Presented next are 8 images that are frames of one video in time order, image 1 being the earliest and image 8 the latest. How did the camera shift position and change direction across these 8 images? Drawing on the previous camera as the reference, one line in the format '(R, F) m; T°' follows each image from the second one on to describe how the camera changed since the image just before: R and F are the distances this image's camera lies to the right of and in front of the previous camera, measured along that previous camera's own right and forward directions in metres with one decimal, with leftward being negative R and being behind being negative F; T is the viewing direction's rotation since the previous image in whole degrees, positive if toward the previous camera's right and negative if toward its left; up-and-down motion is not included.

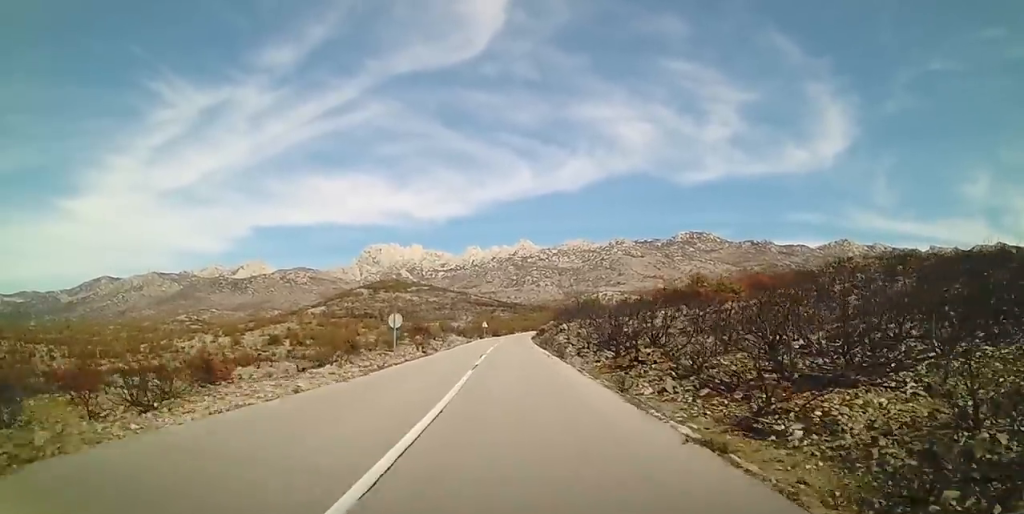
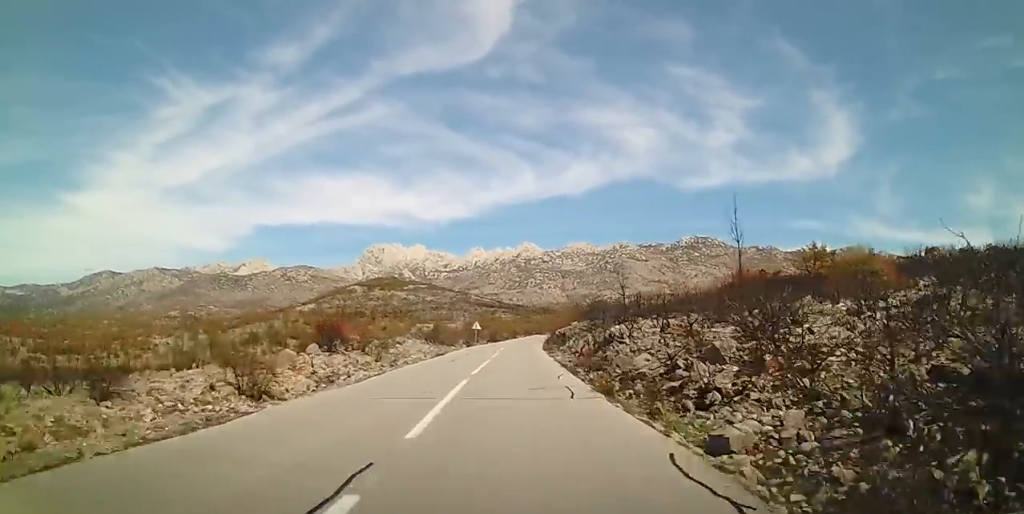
(-0.1, +21.8) m; 0°
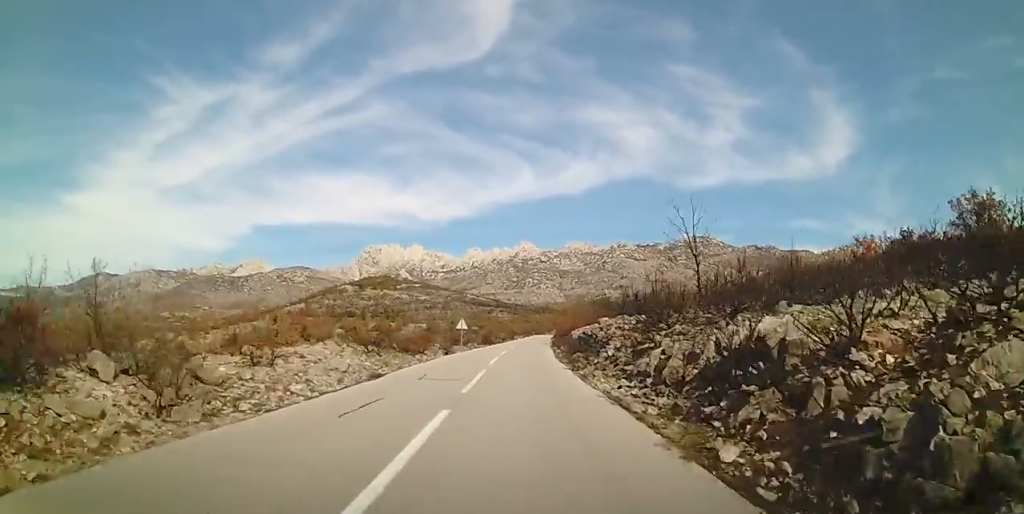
(+0.1, +14.3) m; +1°
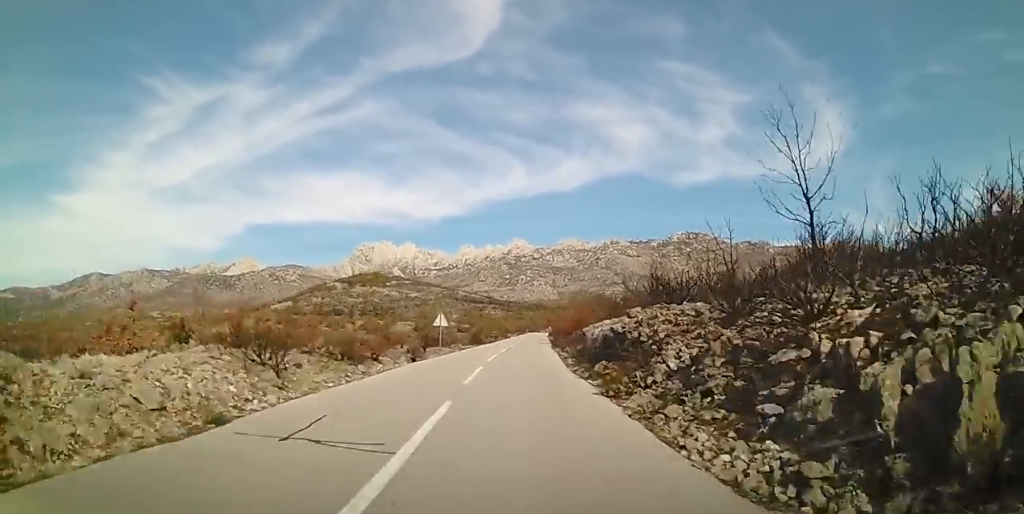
(+0.2, +8.6) m; +1°
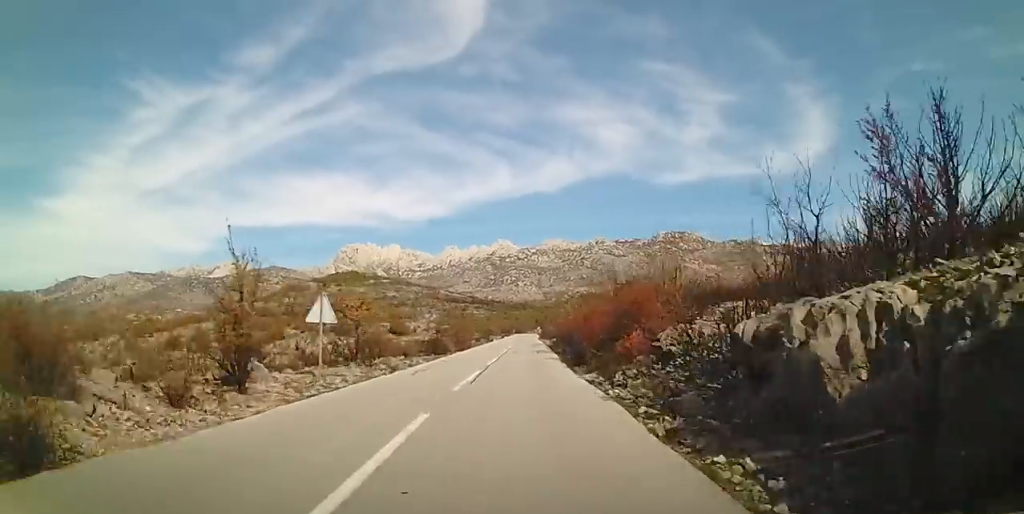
(+0.1, +18.8) m; +1°
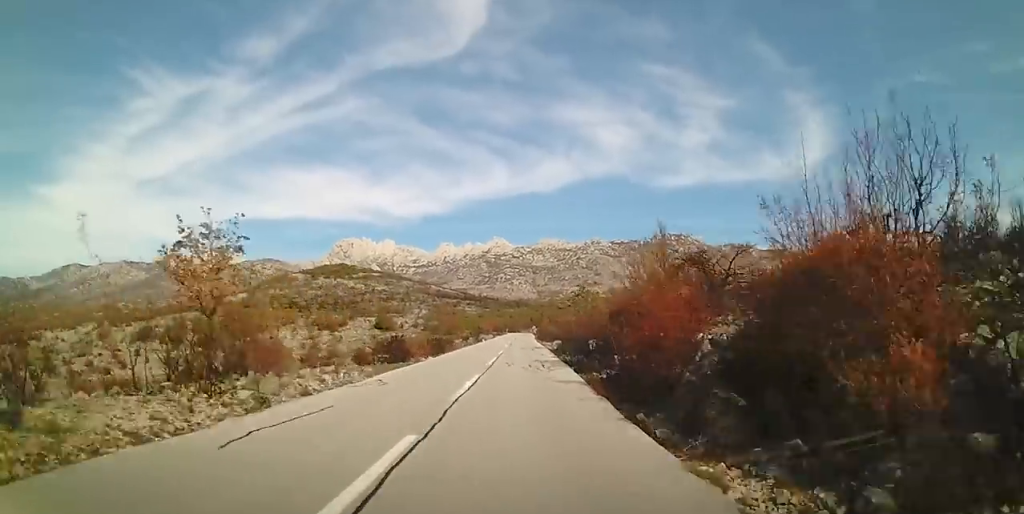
(+0.1, +10.8) m; 0°
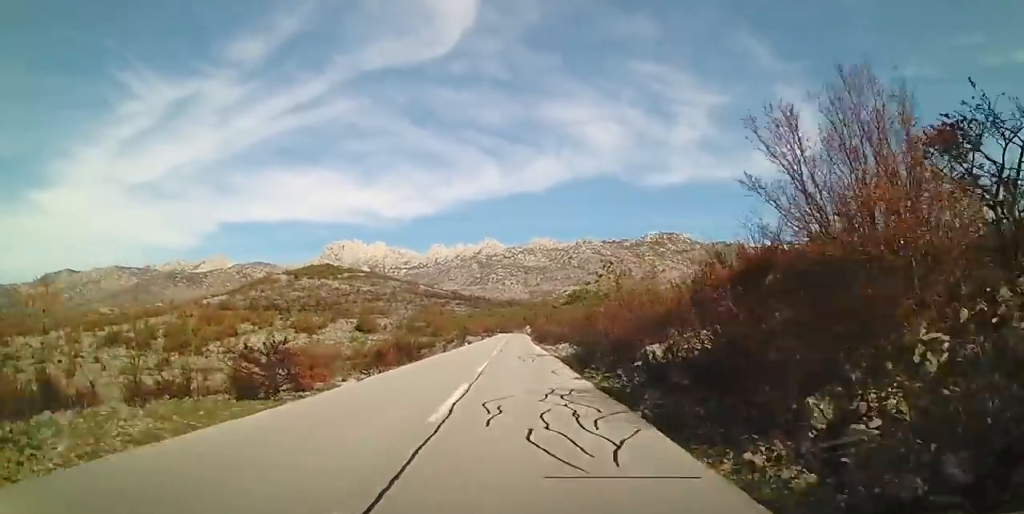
(+0.1, +12.1) m; +1°
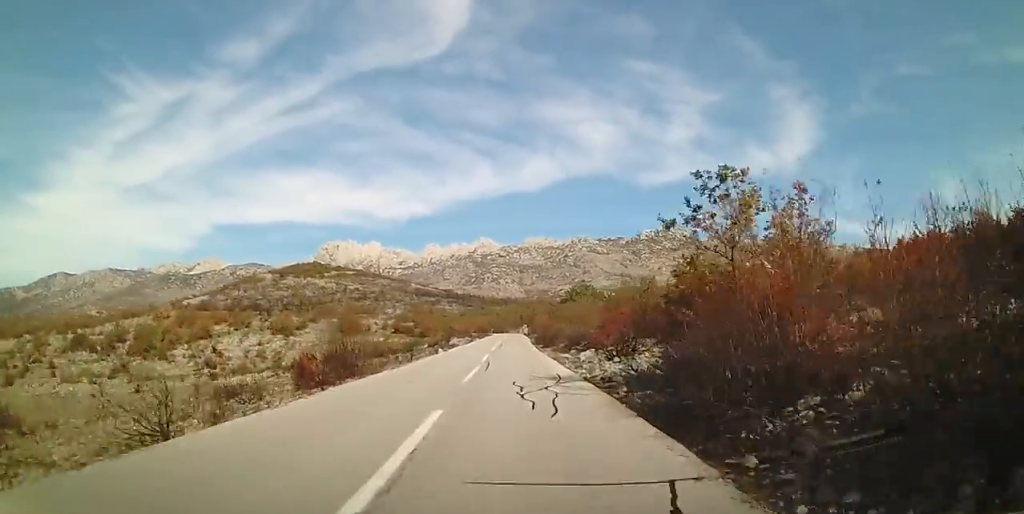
(-0.1, +12.8) m; +1°
